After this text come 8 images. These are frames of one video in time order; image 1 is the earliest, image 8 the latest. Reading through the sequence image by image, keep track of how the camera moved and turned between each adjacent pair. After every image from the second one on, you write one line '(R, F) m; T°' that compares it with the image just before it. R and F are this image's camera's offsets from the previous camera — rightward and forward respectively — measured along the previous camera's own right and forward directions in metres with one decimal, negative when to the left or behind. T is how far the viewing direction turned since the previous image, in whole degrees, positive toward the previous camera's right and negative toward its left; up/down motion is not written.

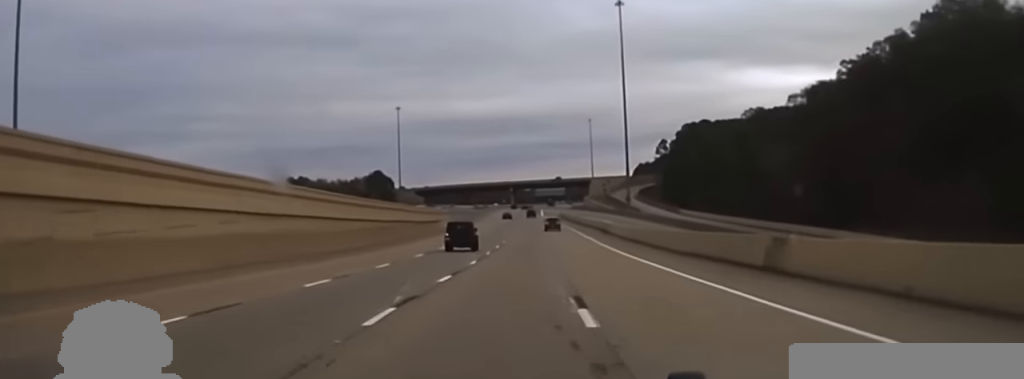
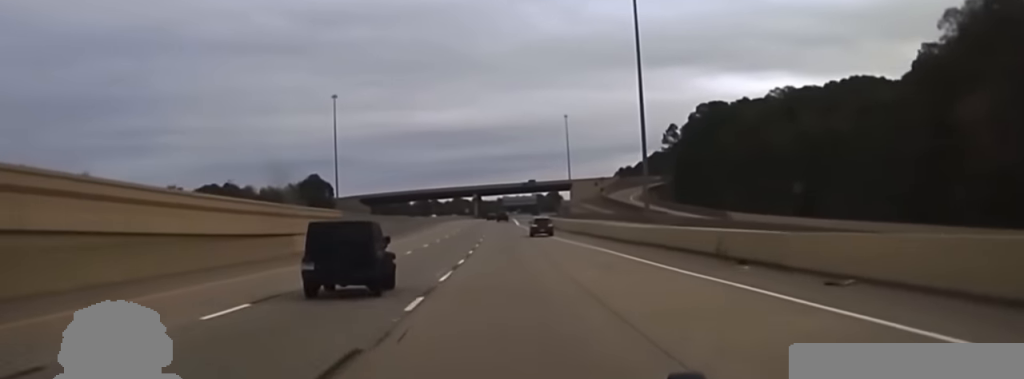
(+0.2, +74.6) m; 0°
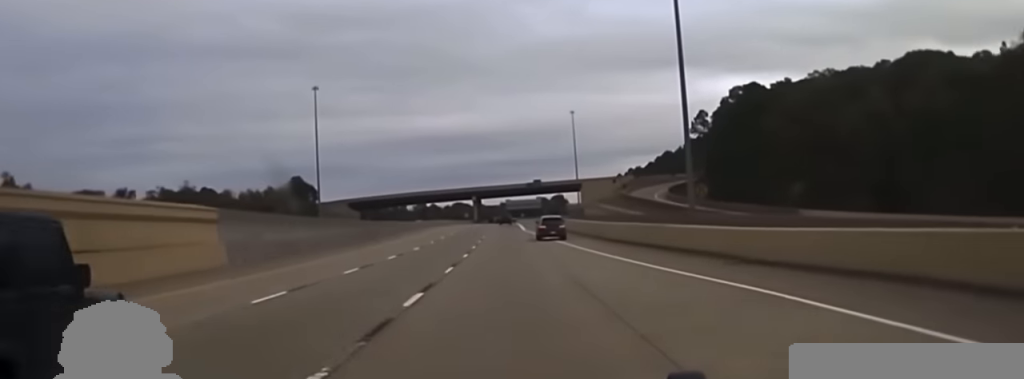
(+0.1, +31.4) m; 0°
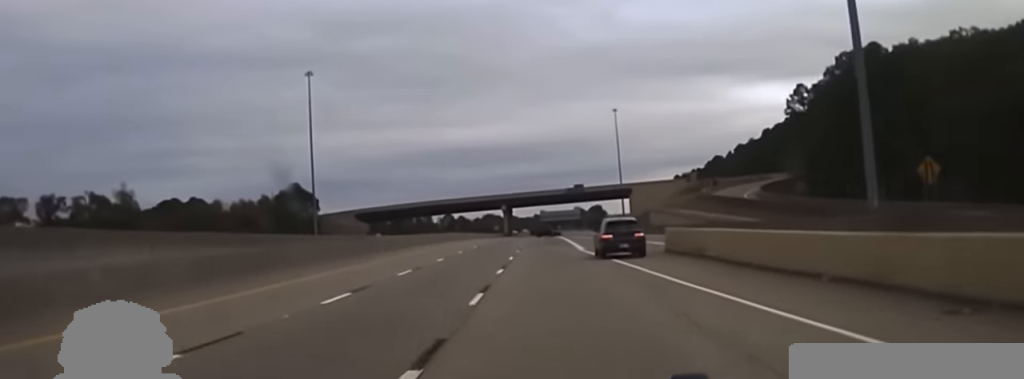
(-0.5, +41.1) m; -1°
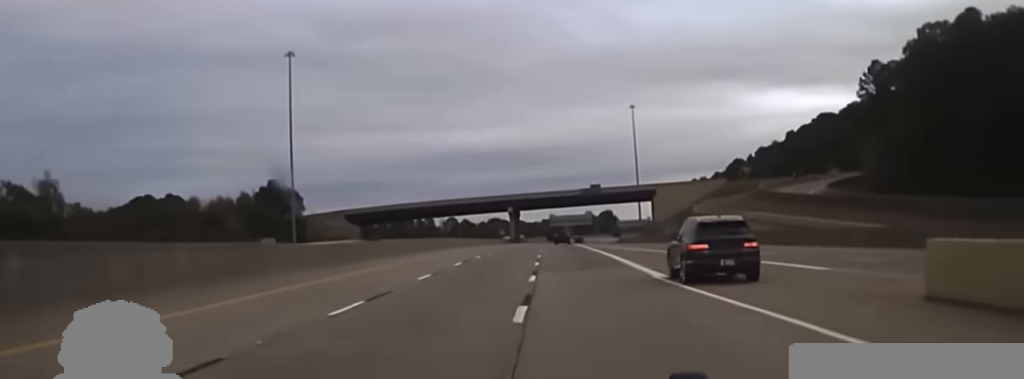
(-0.3, +24.9) m; -1°
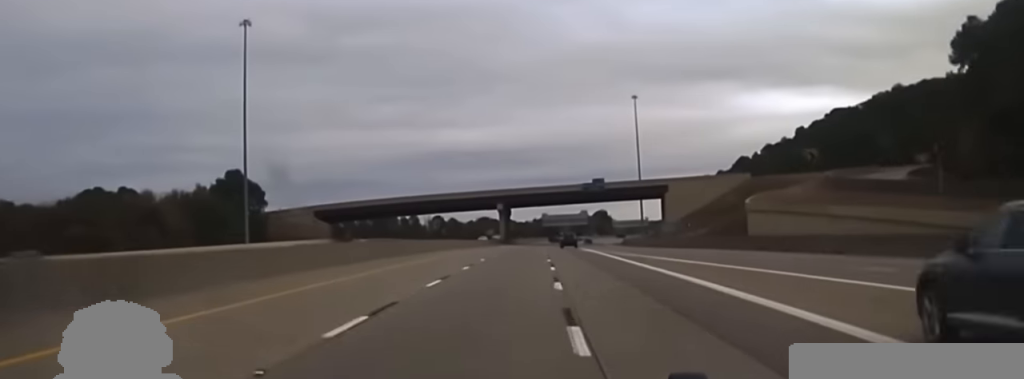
(-0.2, +23.2) m; 0°
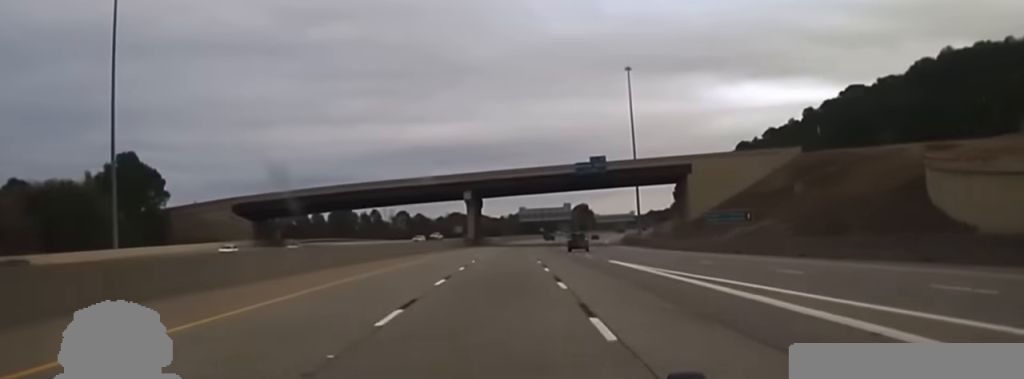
(+0.1, +43.2) m; +1°
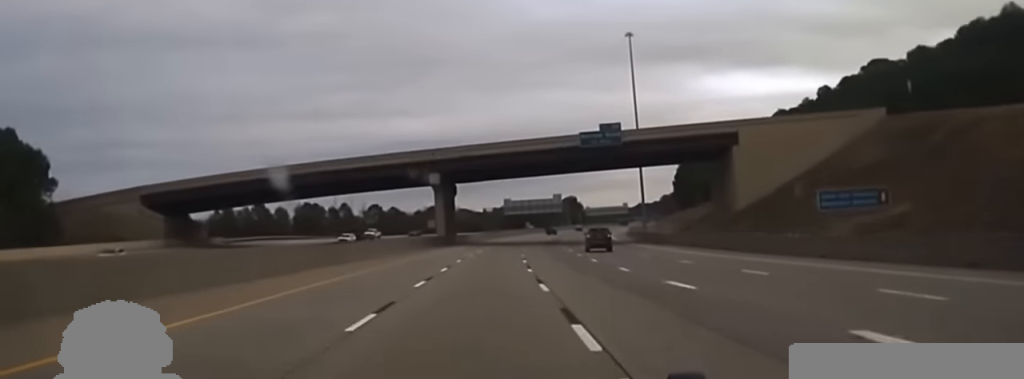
(+0.7, +38.2) m; +1°
